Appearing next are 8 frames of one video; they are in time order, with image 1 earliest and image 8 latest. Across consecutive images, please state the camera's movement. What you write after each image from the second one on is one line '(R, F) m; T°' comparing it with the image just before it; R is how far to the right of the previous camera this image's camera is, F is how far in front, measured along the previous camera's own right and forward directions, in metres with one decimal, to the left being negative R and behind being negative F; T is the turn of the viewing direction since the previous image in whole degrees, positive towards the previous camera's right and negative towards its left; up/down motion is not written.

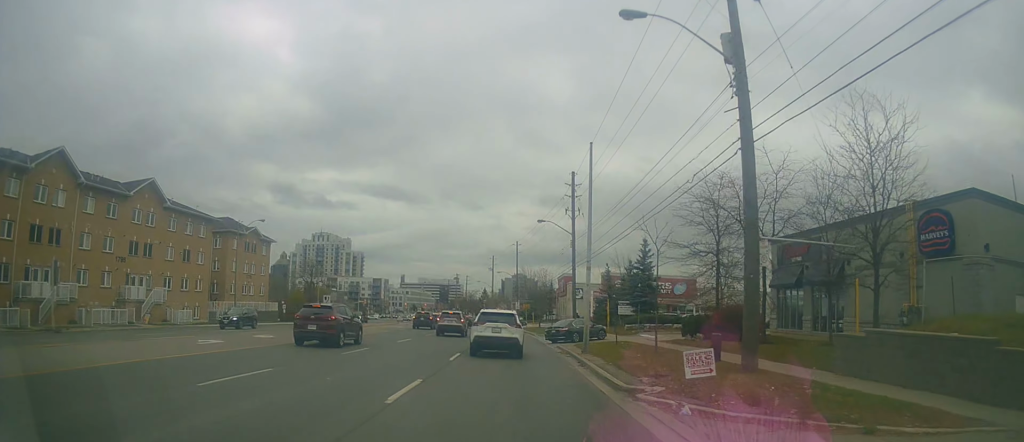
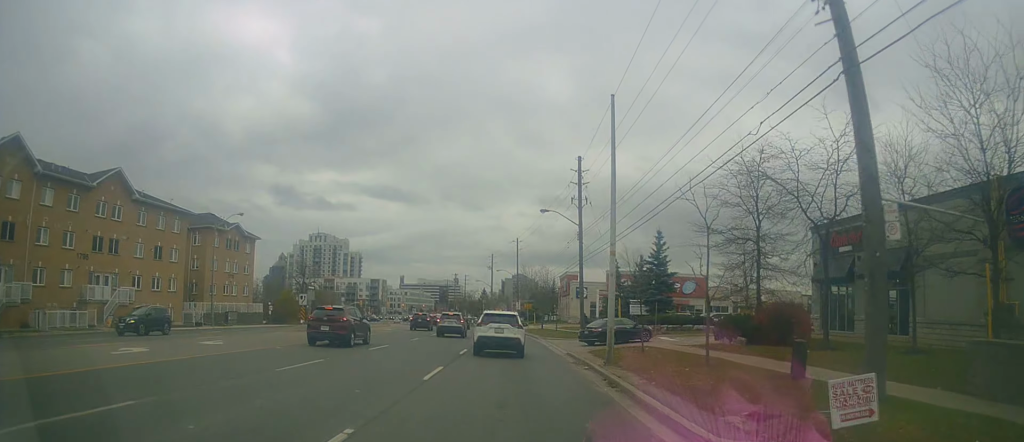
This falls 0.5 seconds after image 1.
(0.0, +5.4) m; 0°
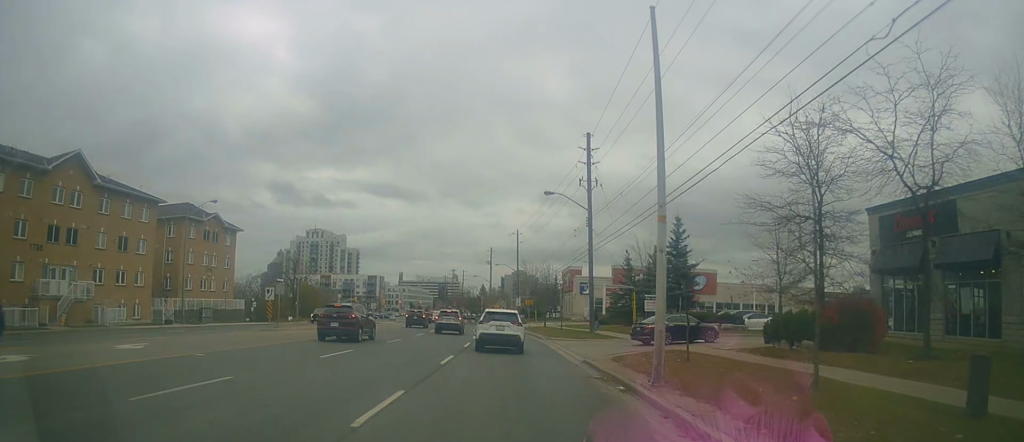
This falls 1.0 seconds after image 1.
(0.0, +5.8) m; 0°
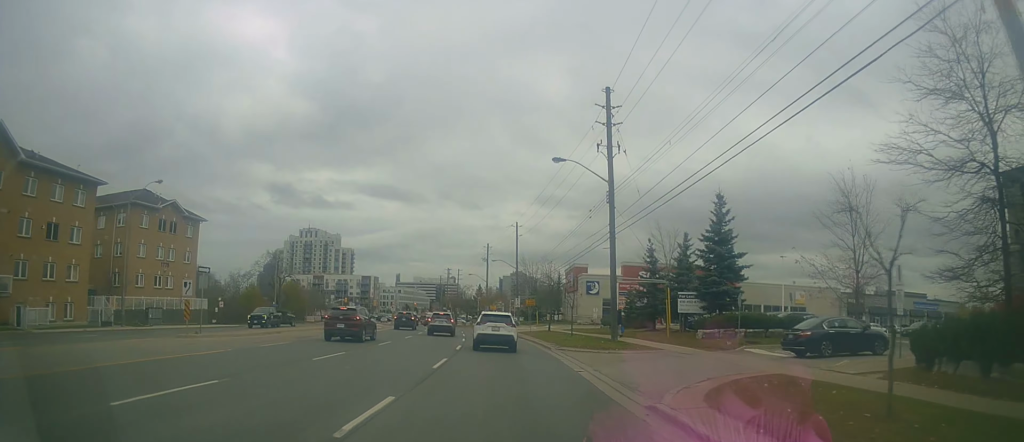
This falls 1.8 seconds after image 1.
(+0.1, +9.5) m; +1°
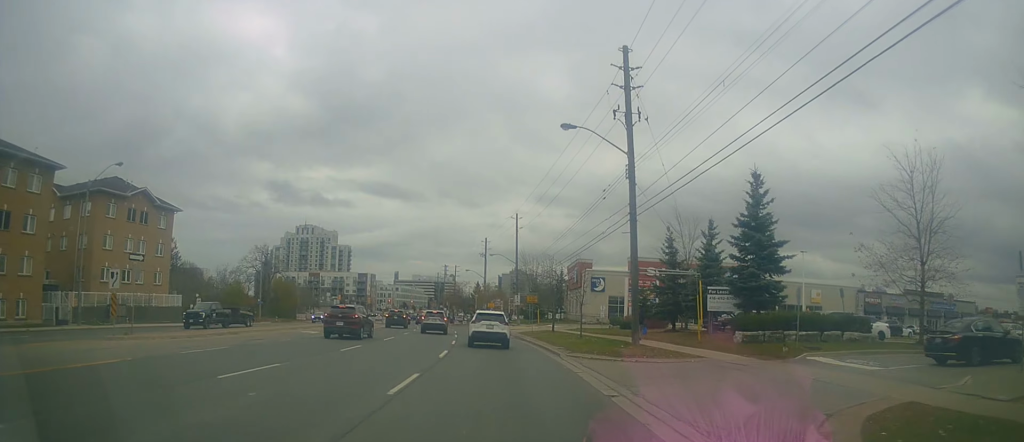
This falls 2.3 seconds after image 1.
(0.0, +5.7) m; 0°
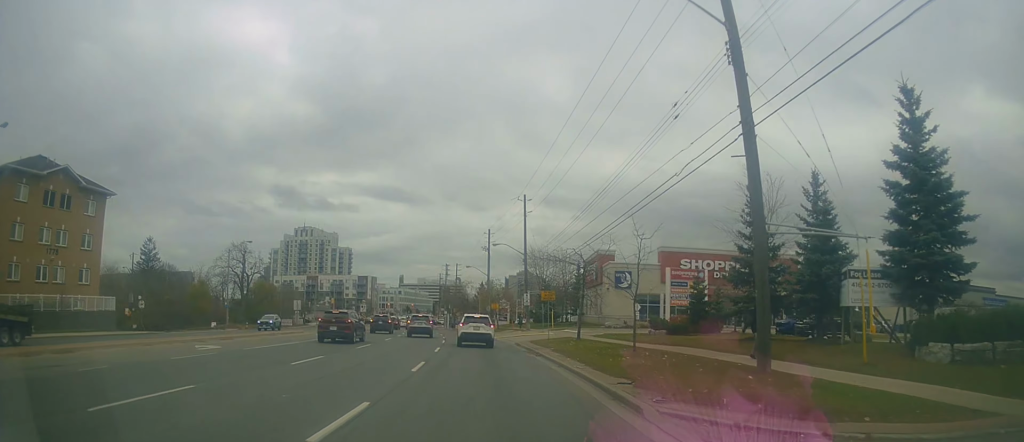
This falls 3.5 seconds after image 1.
(-0.1, +13.0) m; 0°
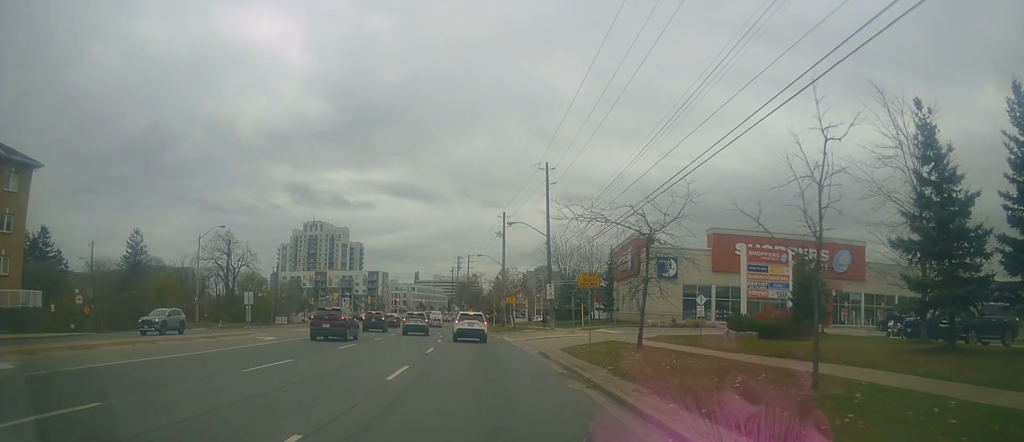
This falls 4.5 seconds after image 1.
(+0.1, +11.8) m; 0°
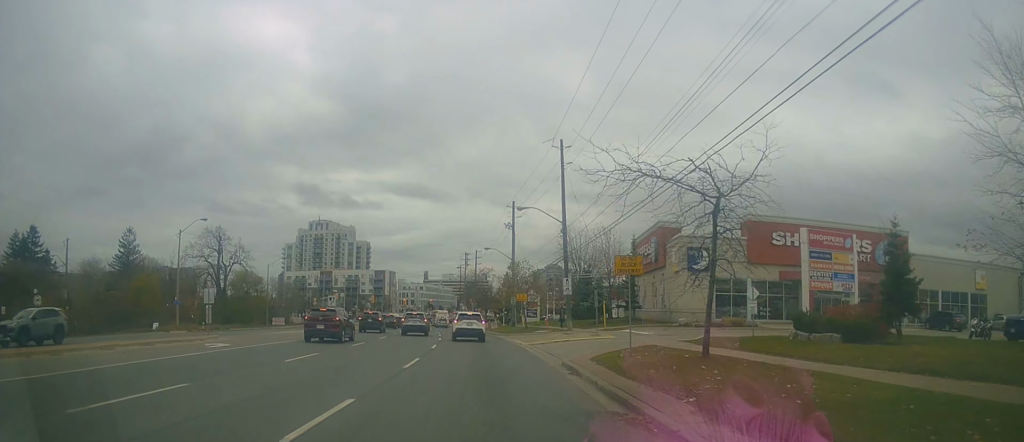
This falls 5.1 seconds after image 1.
(0.0, +6.3) m; -1°
